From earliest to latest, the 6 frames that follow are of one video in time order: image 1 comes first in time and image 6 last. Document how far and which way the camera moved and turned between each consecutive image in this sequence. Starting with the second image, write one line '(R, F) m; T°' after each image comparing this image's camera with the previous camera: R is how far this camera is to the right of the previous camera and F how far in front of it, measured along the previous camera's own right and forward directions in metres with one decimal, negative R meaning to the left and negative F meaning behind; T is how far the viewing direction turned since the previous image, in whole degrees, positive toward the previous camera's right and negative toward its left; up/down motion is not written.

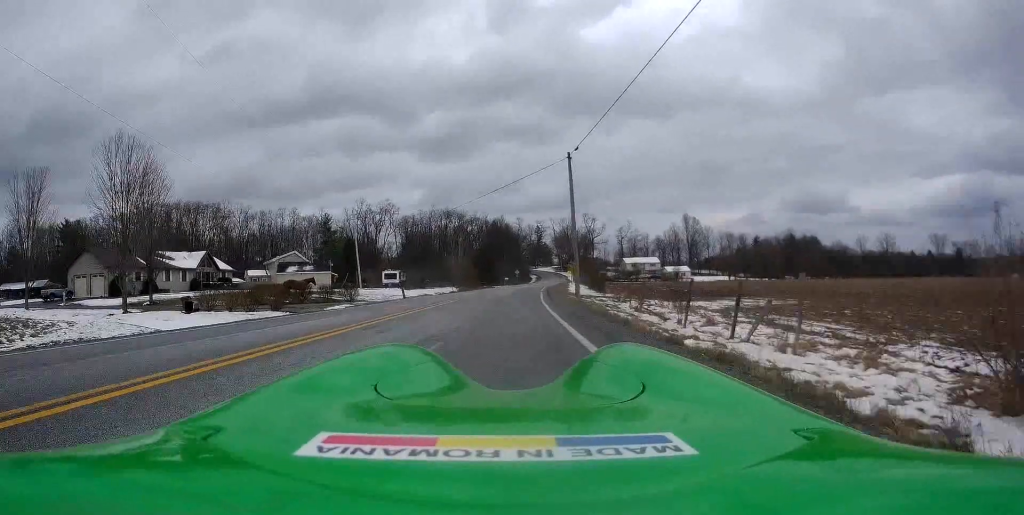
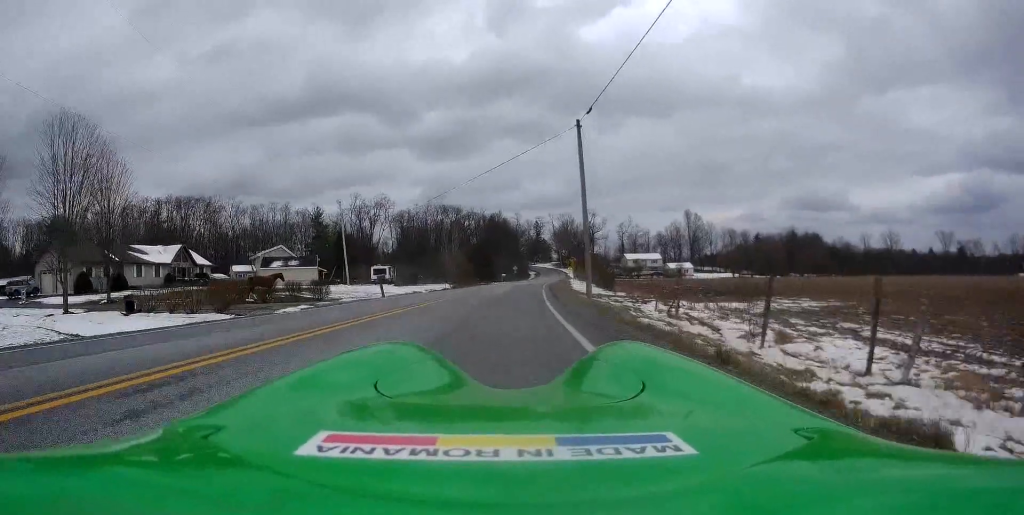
(+0.1, +5.6) m; +1°
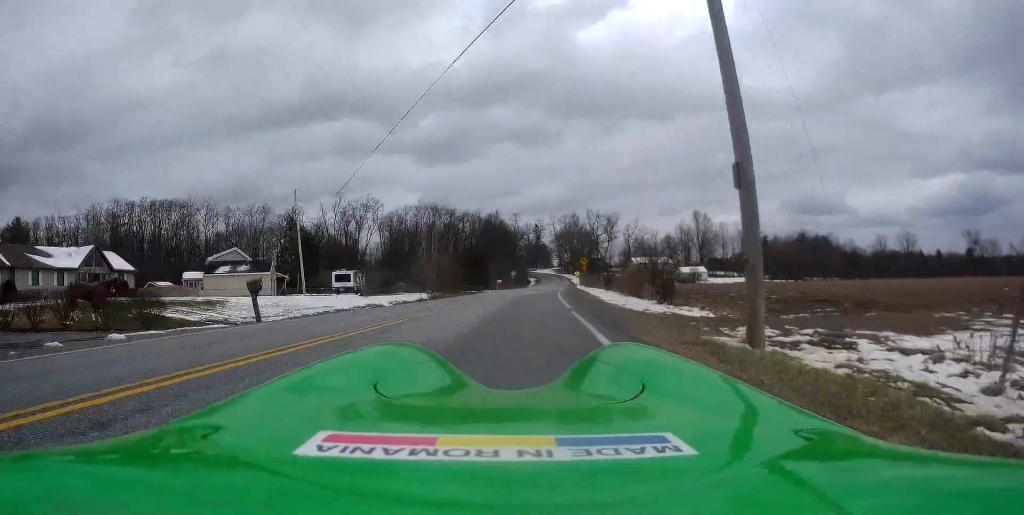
(-0.2, +16.9) m; 0°
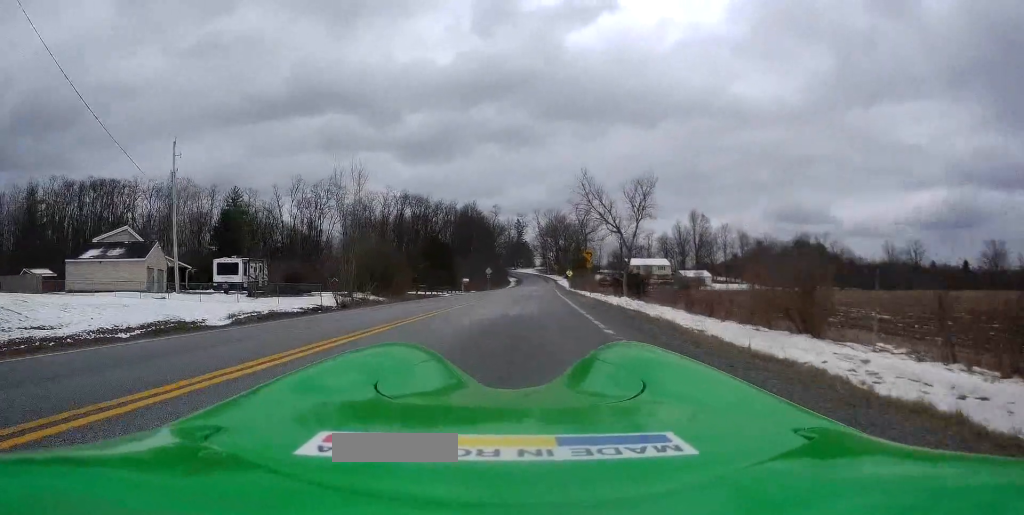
(+0.5, +22.5) m; +1°
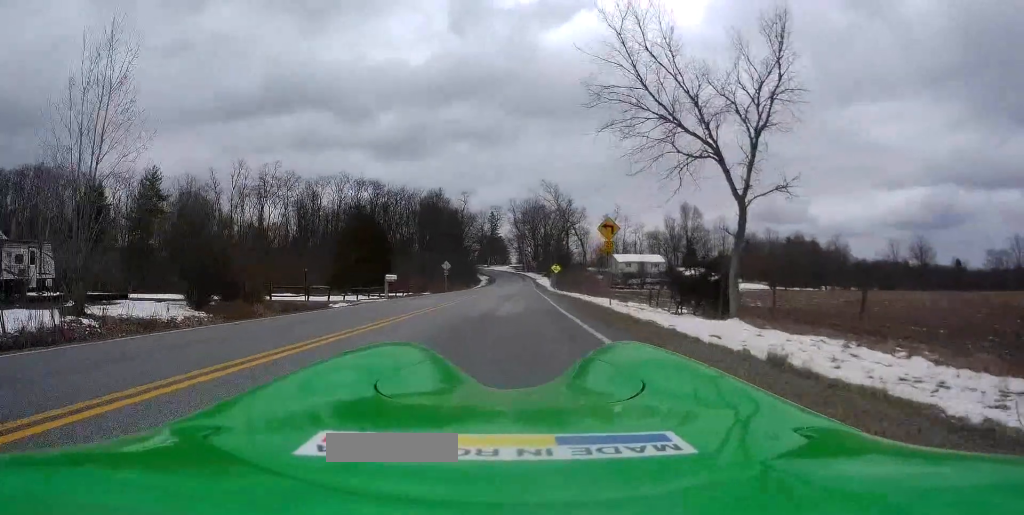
(+0.6, +22.6) m; +4°
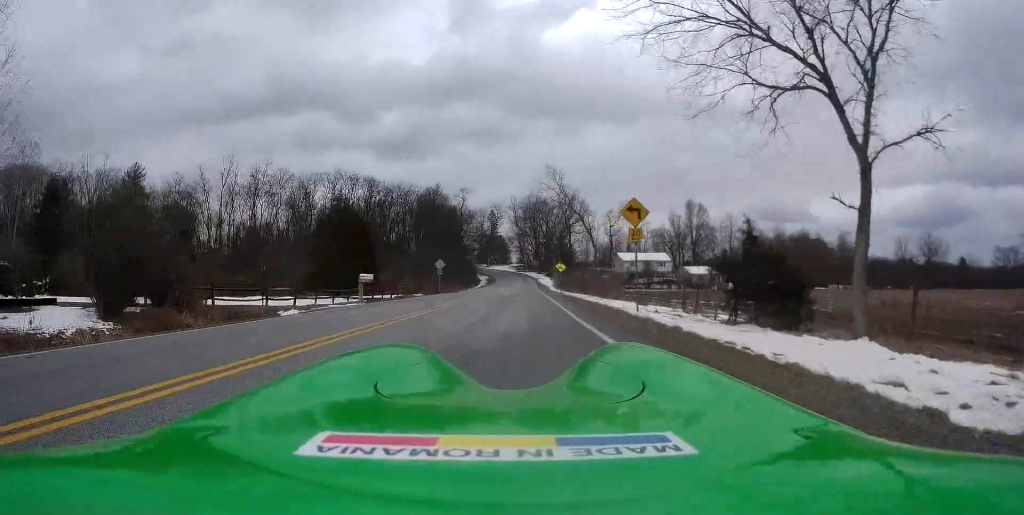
(+0.2, +5.7) m; 0°
